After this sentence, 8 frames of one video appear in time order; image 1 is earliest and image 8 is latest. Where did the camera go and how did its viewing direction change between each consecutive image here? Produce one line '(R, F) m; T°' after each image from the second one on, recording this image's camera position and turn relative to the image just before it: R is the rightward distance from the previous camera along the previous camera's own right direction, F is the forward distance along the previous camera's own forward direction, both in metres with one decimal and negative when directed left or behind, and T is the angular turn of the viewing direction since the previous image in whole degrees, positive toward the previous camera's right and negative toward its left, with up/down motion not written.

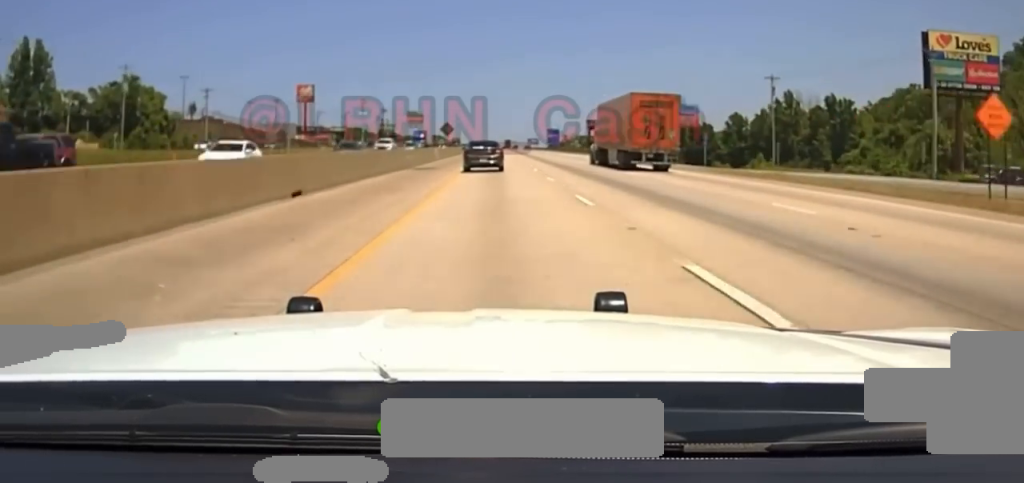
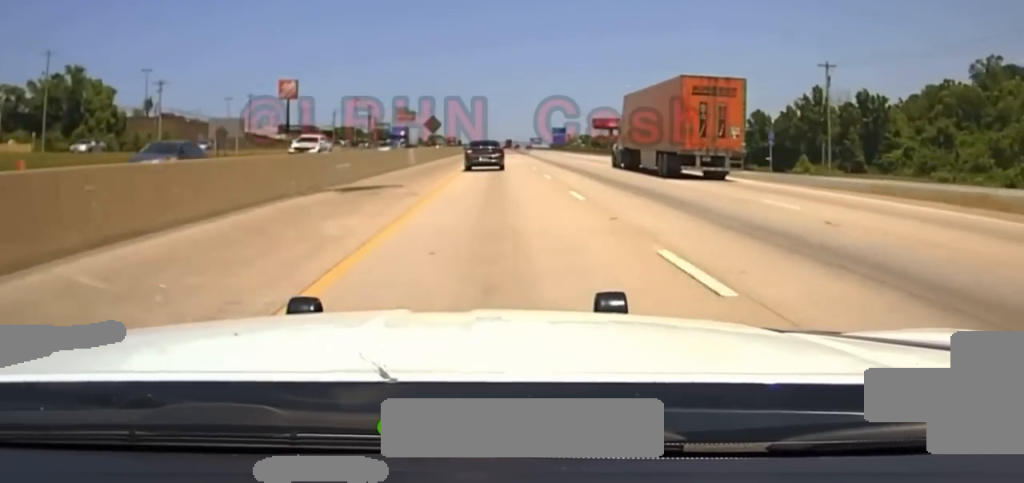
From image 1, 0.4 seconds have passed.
(0.0, +20.7) m; 0°
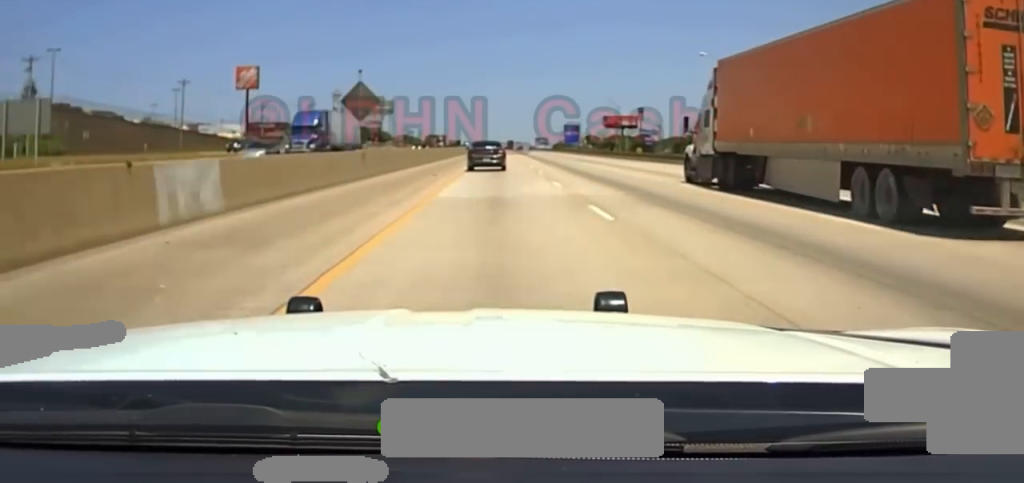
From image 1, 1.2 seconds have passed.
(0.0, +36.7) m; 0°
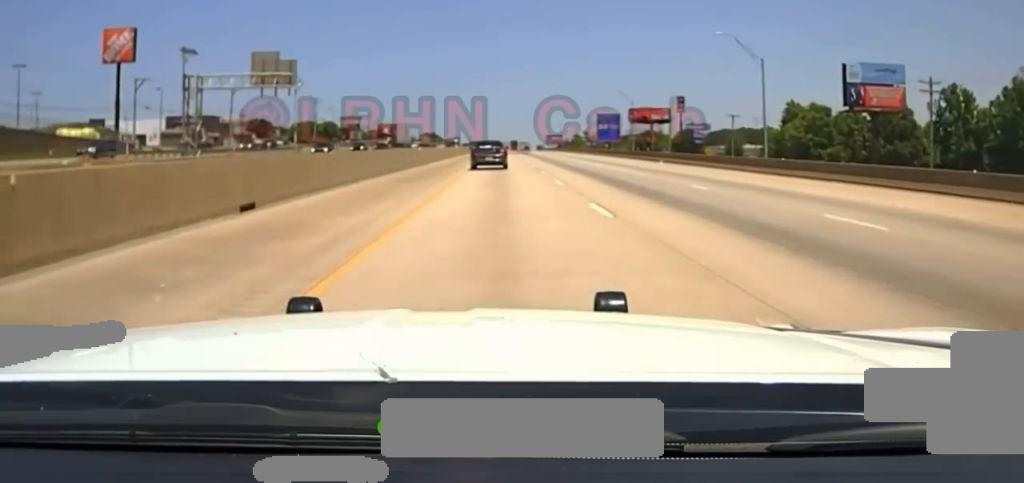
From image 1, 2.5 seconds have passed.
(0.0, +69.9) m; 0°
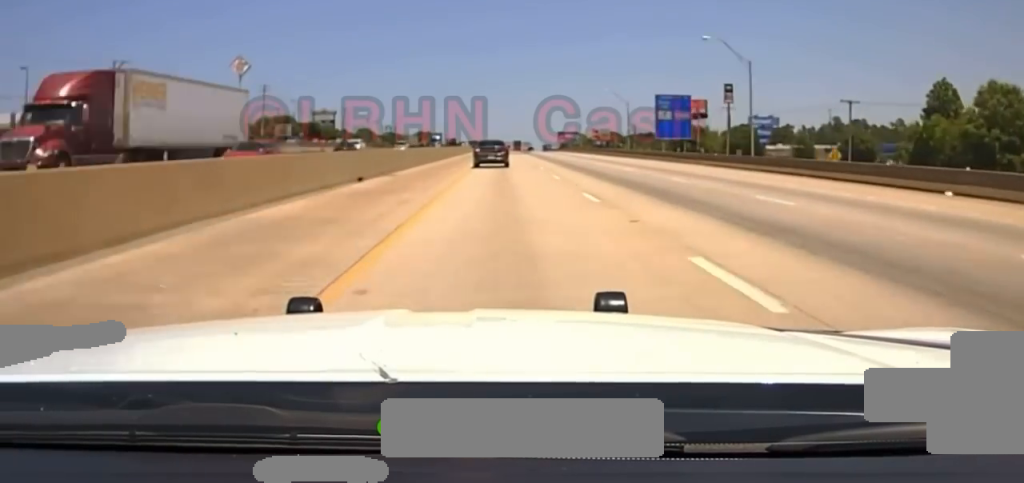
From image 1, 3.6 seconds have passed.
(-0.2, +58.5) m; 0°
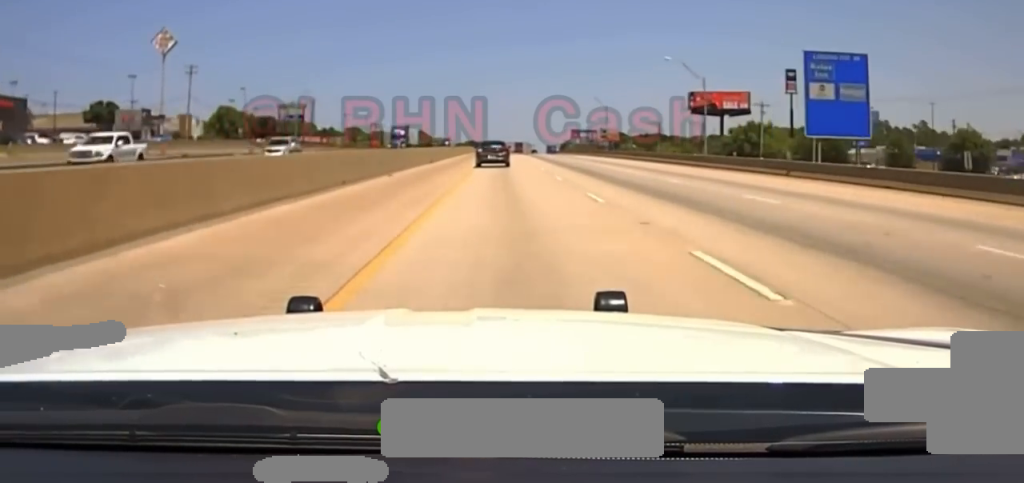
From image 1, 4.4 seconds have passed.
(+0.1, +52.3) m; 0°
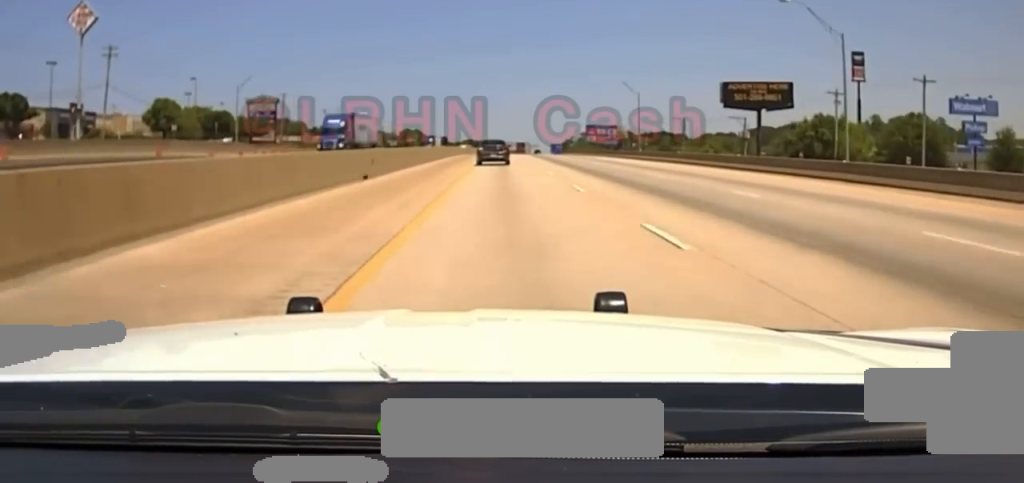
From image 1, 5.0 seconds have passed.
(+0.2, +38.8) m; 0°
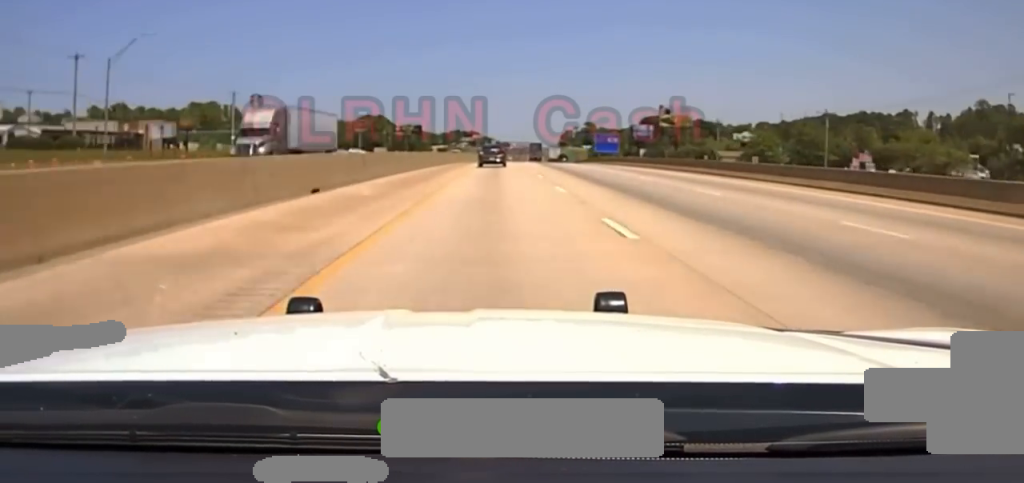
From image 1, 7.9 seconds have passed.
(-0.4, +156.3) m; 0°
